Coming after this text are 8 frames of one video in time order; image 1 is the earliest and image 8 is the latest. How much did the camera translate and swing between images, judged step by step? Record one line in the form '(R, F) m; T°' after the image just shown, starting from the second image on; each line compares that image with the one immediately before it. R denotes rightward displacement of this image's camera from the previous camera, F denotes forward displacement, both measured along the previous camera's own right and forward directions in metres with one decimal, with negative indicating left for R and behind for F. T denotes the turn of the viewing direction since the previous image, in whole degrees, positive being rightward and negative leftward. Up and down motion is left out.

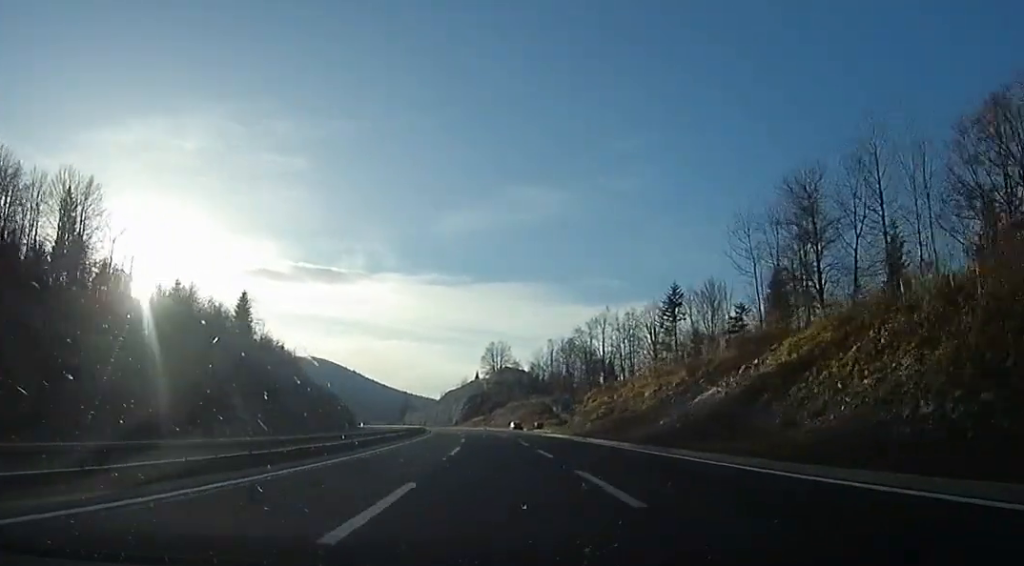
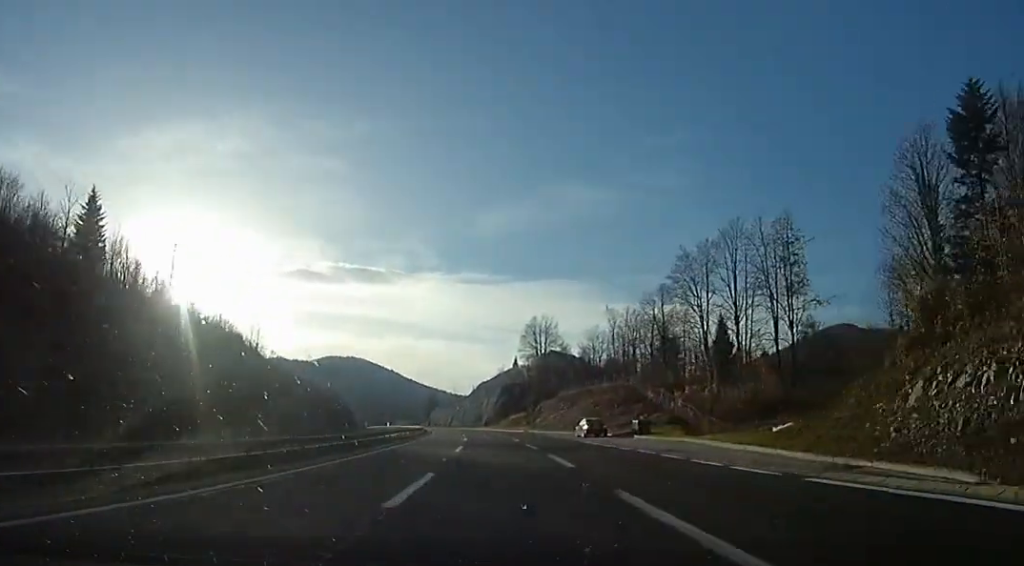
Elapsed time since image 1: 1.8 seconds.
(0.0, +51.0) m; 0°
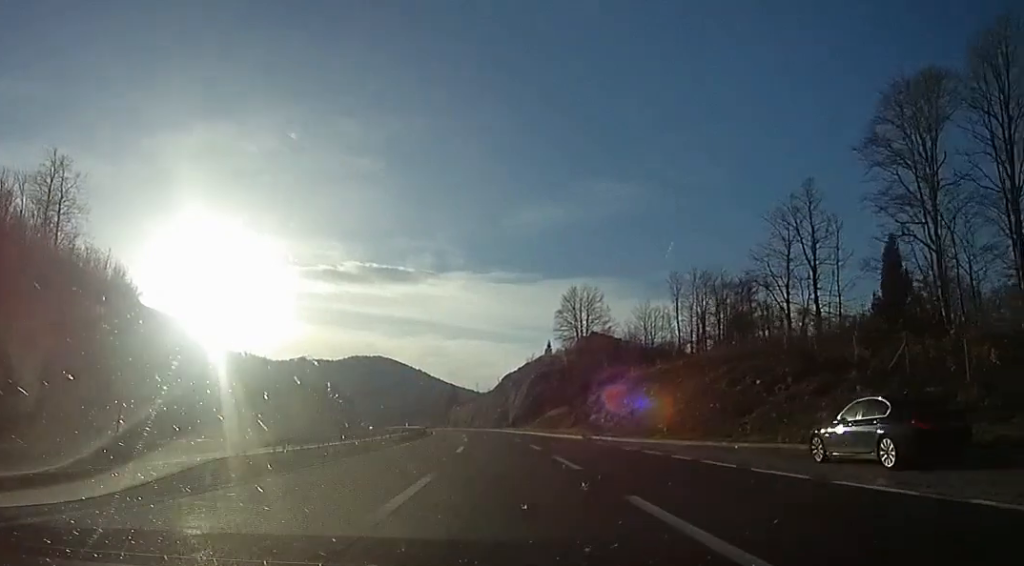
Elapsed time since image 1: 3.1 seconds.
(-0.5, +36.2) m; -4°
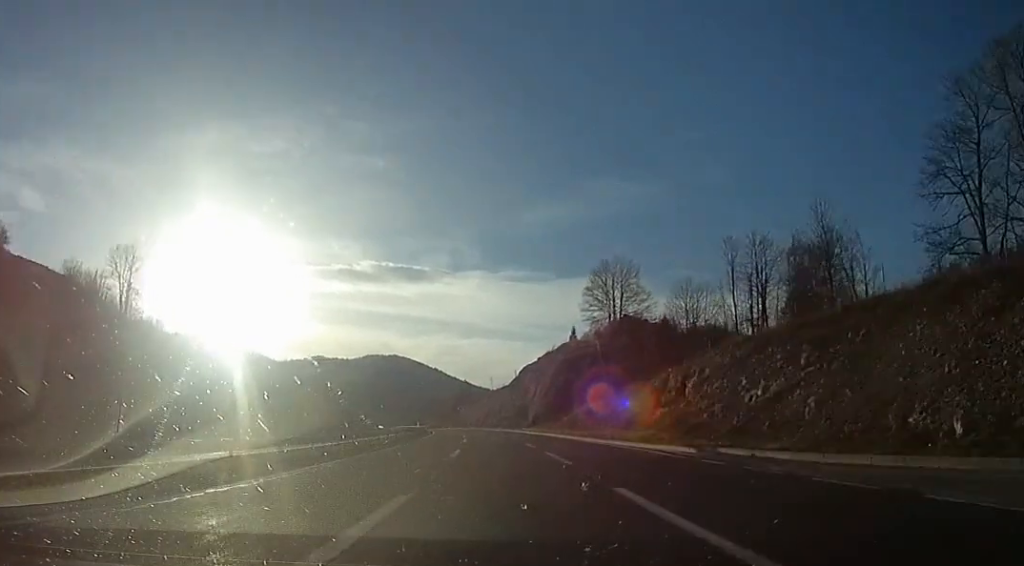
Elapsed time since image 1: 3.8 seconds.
(-1.0, +22.5) m; -2°
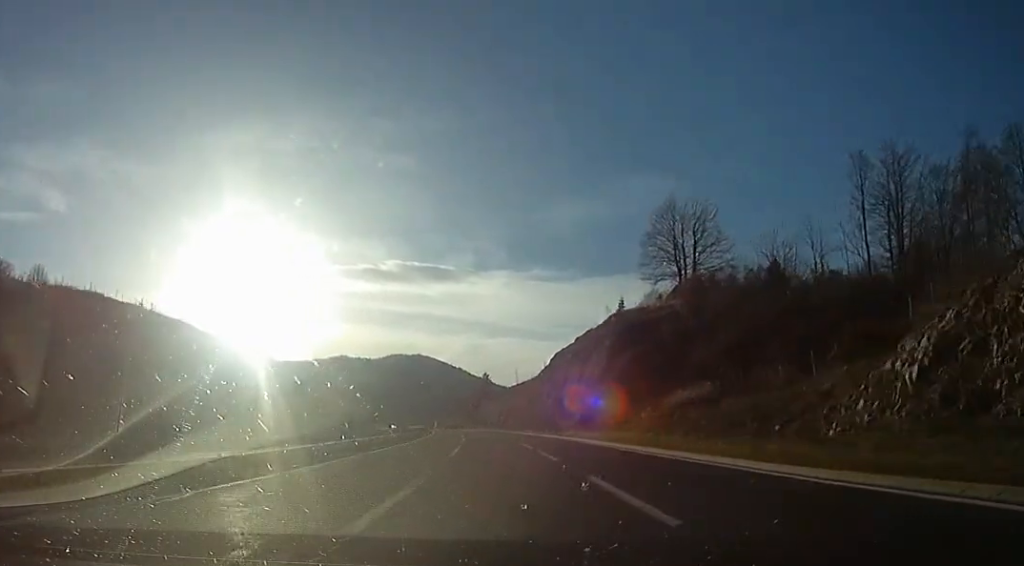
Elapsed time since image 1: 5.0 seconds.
(-0.4, +33.1) m; -3°
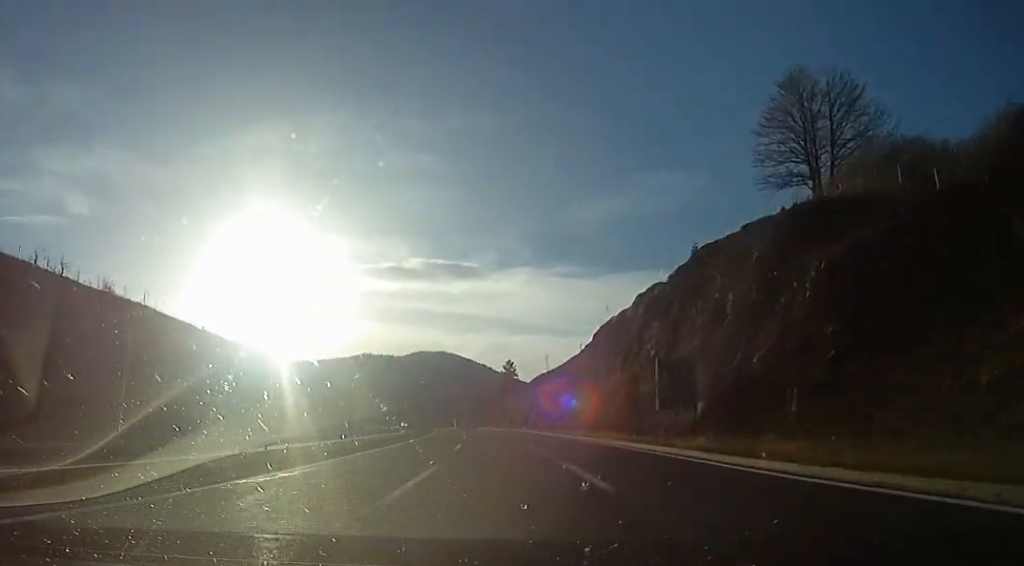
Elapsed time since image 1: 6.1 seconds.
(-1.1, +32.6) m; -1°
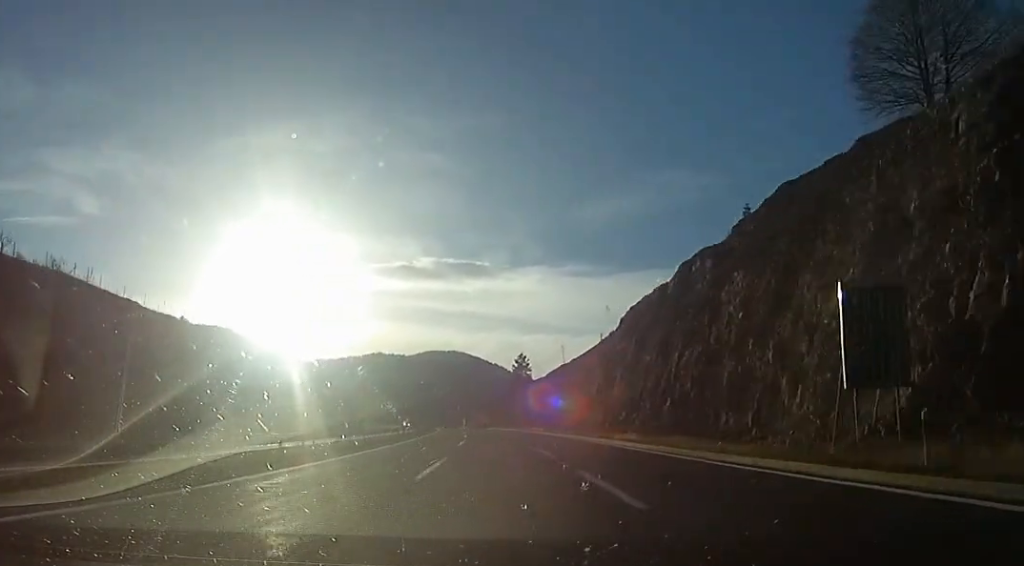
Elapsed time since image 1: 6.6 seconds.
(+0.7, +14.8) m; -1°
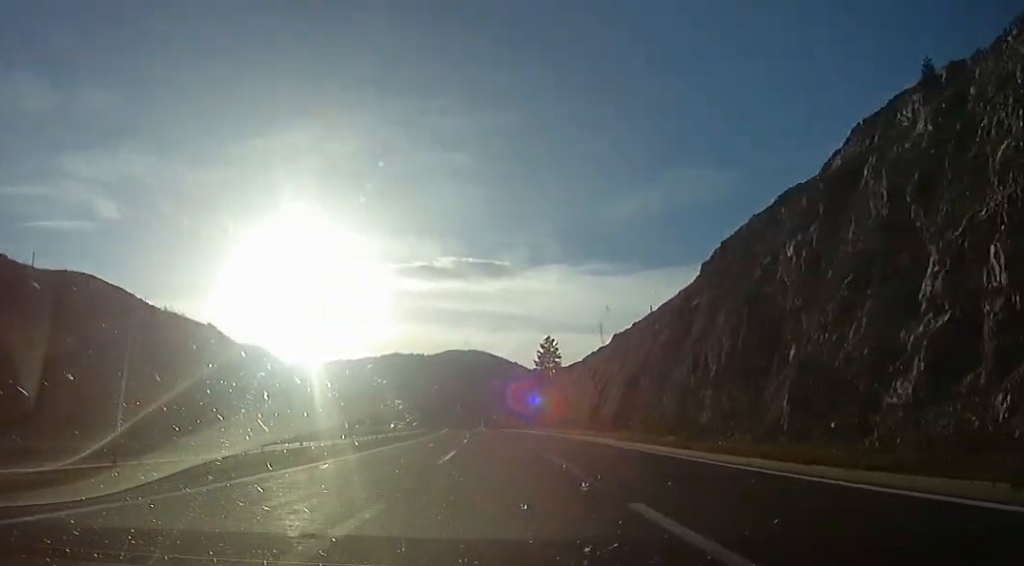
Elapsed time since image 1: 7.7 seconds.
(-1.7, +29.8) m; -3°
